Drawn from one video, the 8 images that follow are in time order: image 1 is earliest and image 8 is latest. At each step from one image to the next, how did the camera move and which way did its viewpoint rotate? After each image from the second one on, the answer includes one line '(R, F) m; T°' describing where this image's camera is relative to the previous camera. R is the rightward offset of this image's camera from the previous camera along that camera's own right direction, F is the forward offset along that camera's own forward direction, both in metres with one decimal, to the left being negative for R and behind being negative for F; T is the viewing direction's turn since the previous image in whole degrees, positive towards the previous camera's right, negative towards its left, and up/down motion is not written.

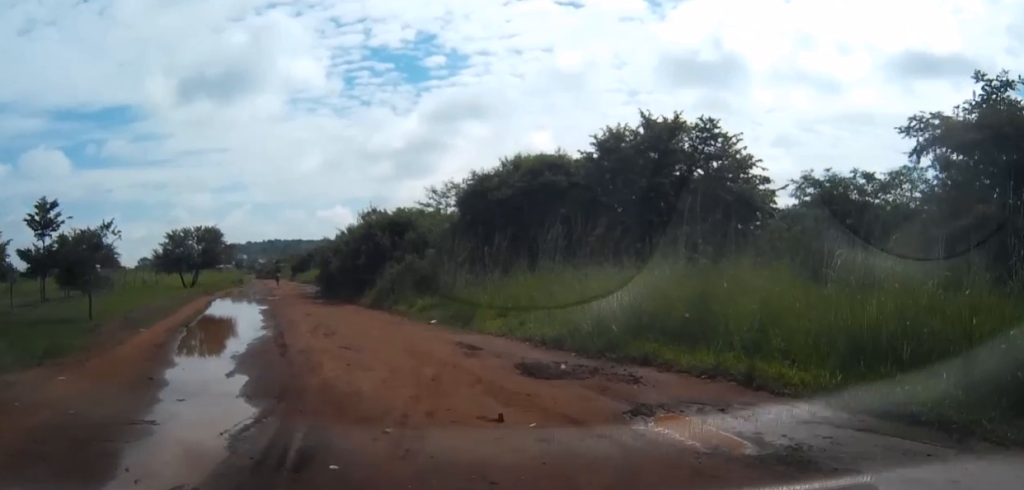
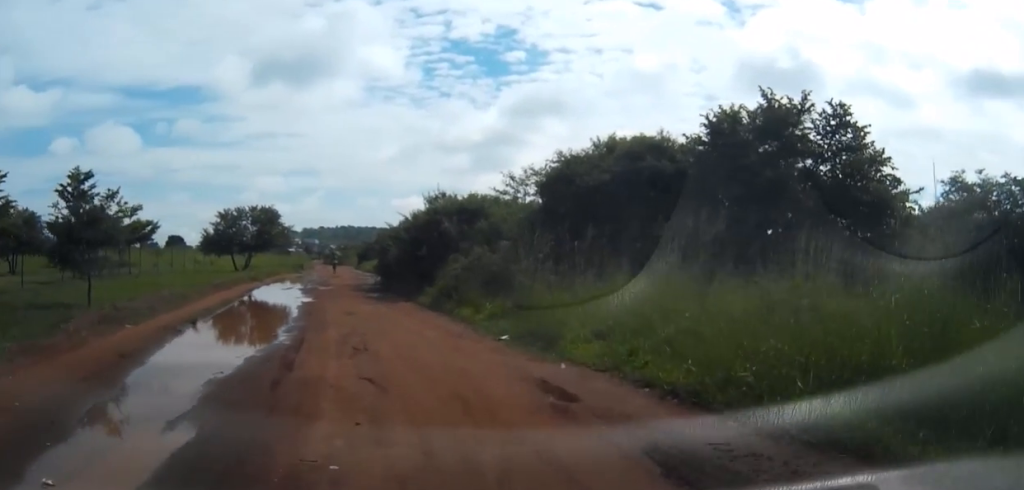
(-0.2, +4.2) m; -7°
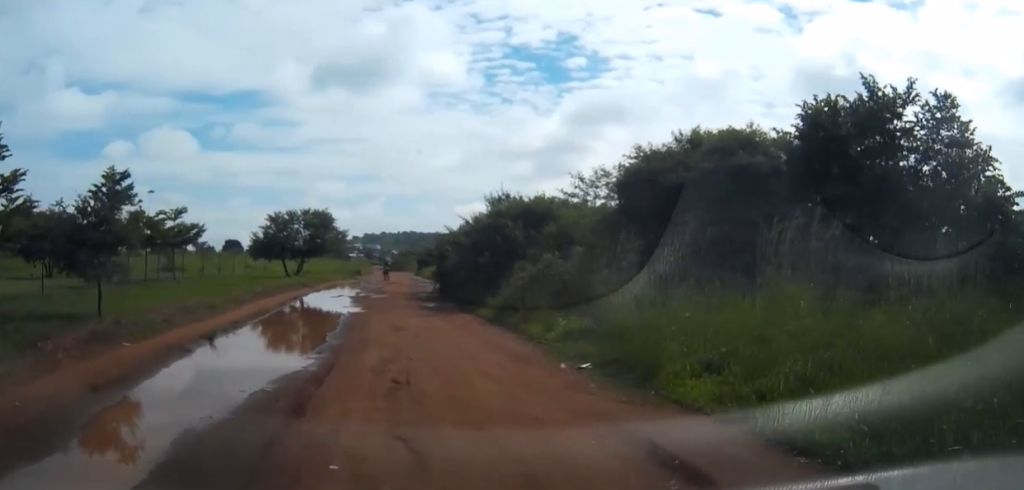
(-0.1, +2.5) m; -3°
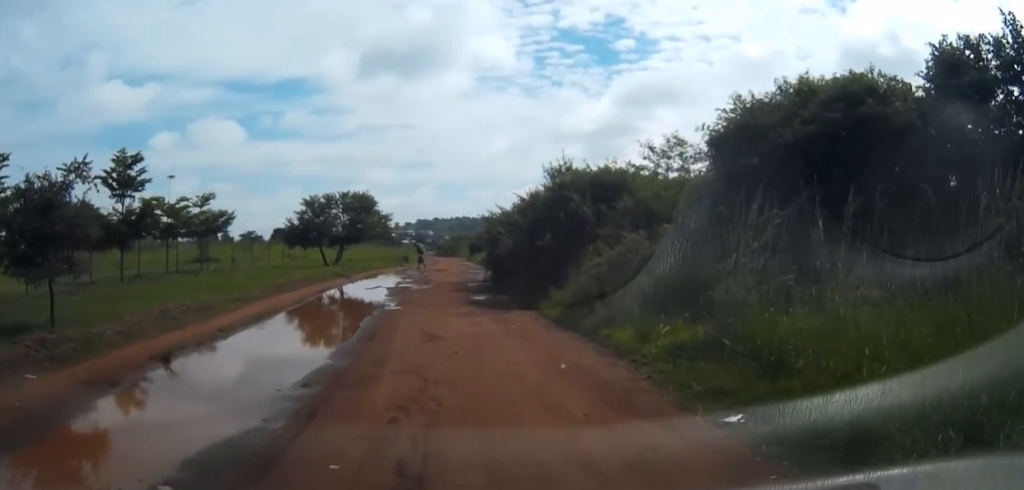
(-0.1, +4.1) m; -3°
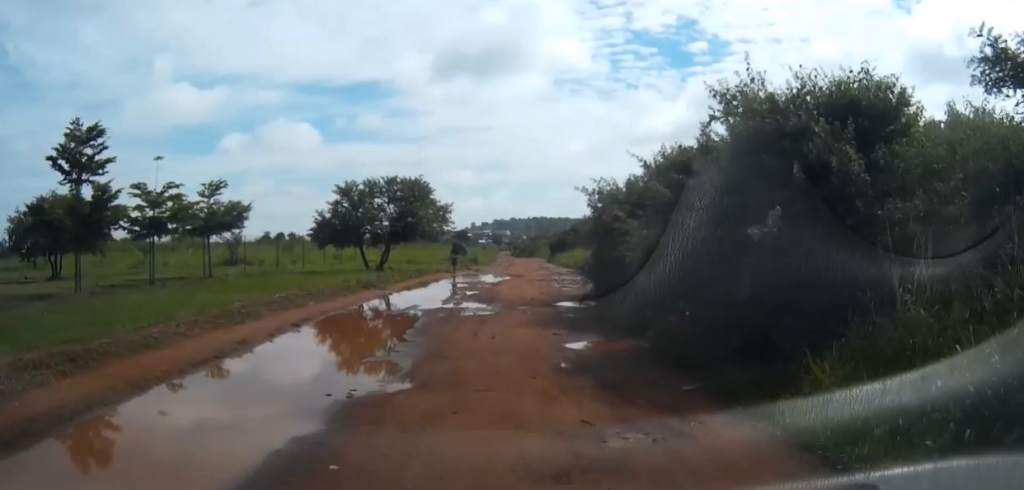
(-0.6, +10.5) m; -5°
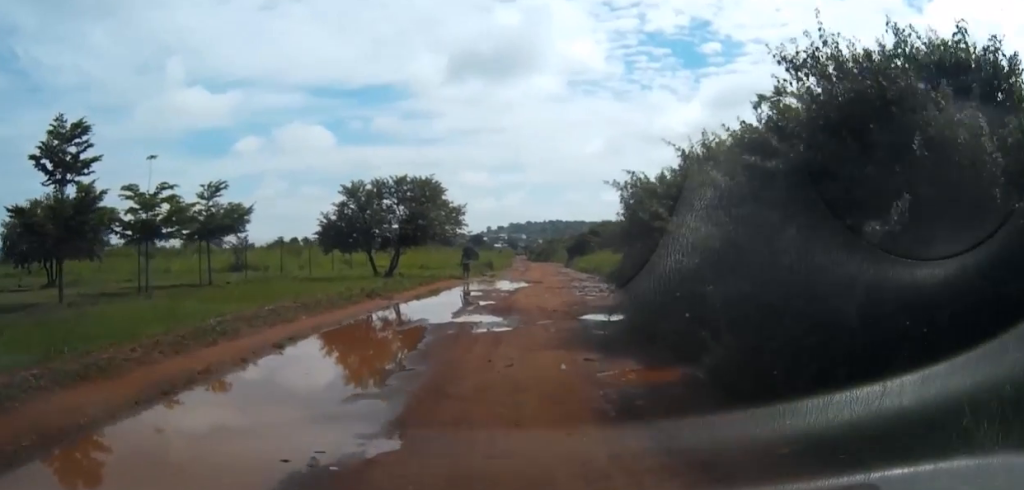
(-0.1, +2.1) m; 0°
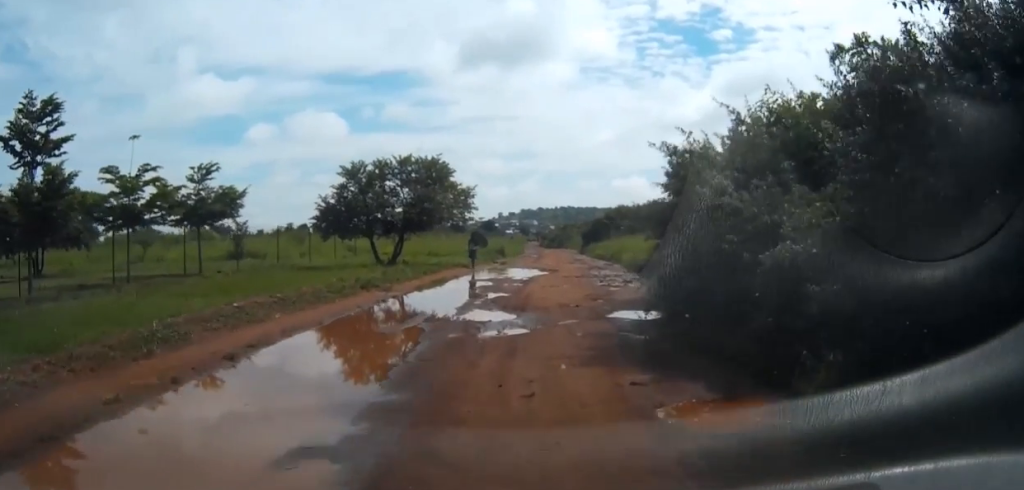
(0.0, +2.6) m; 0°
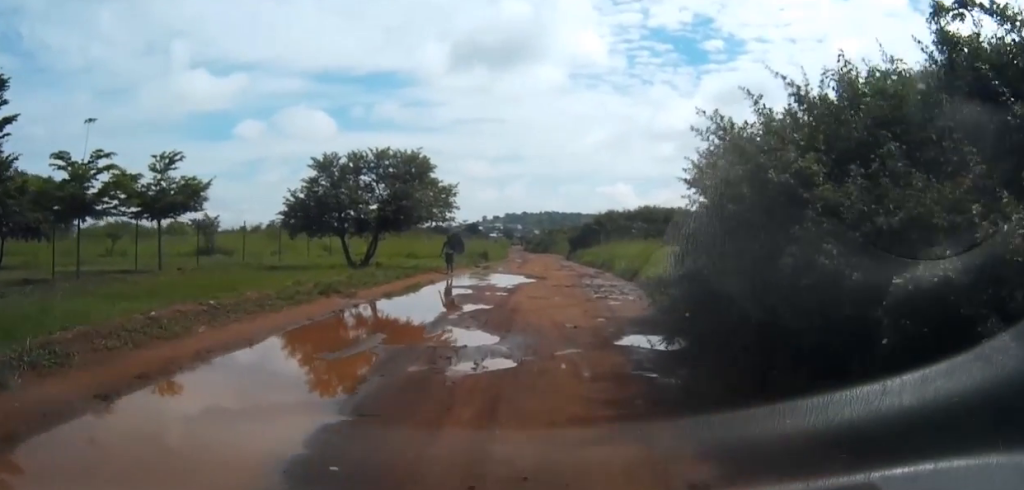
(+0.1, +2.9) m; 0°
